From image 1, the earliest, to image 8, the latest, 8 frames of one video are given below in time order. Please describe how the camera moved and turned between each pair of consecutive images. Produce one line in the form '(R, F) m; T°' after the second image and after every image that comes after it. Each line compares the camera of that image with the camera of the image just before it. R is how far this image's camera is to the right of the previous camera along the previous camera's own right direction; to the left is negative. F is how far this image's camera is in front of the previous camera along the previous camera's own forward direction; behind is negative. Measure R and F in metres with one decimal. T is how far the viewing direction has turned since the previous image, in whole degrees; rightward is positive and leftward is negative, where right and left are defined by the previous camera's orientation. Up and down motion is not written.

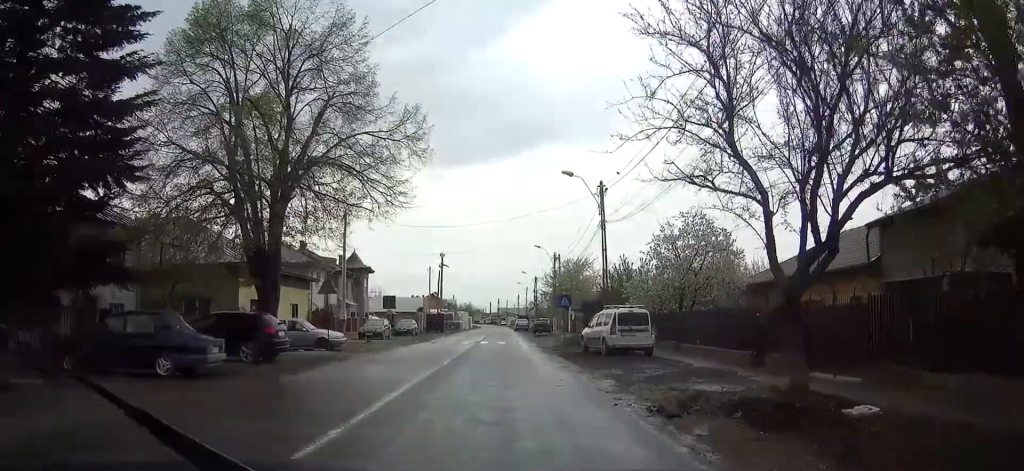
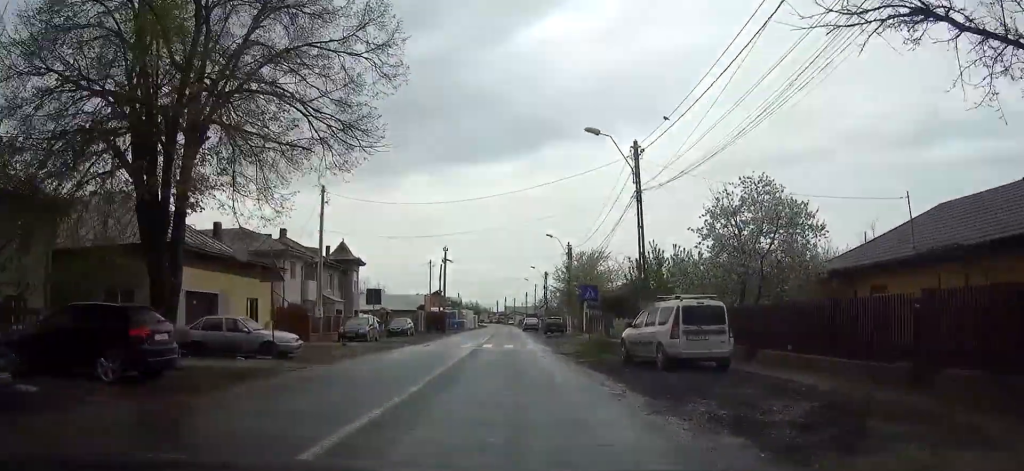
(0.0, +7.8) m; 0°
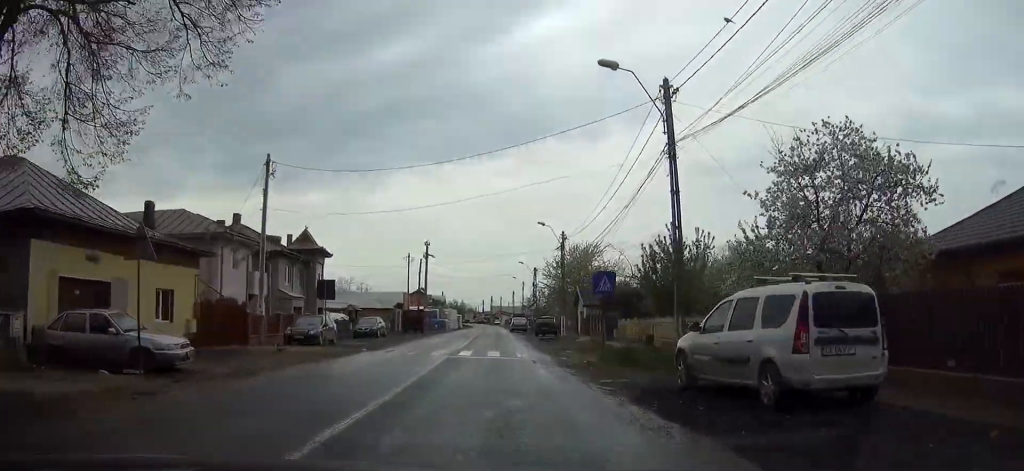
(+0.1, +7.4) m; -1°
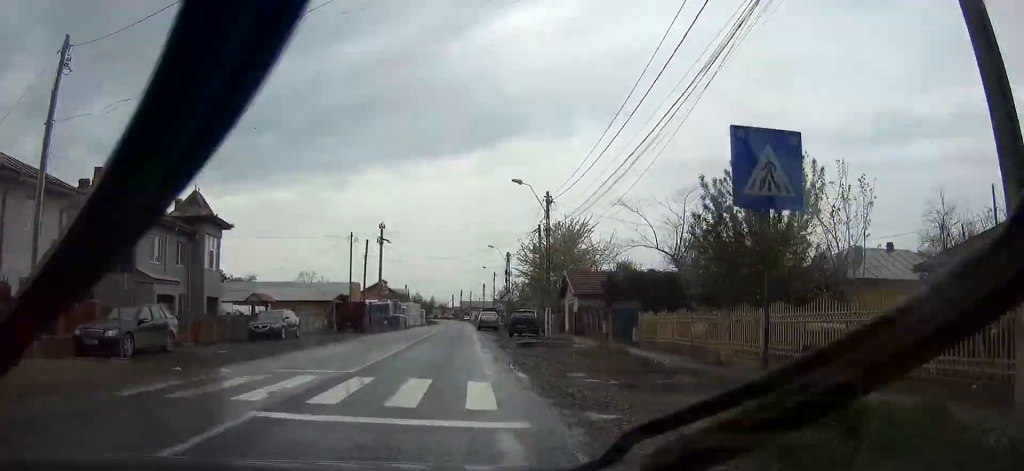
(-0.4, +15.4) m; 0°
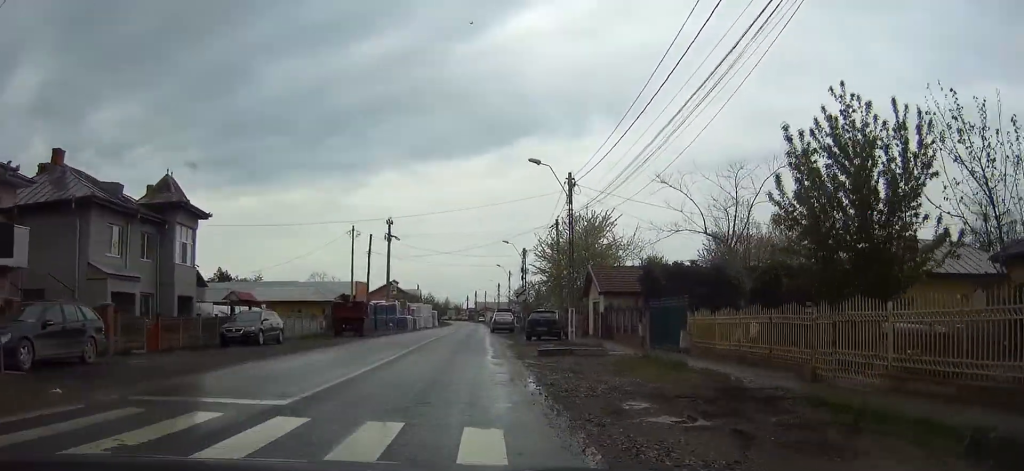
(+0.1, +5.3) m; +2°
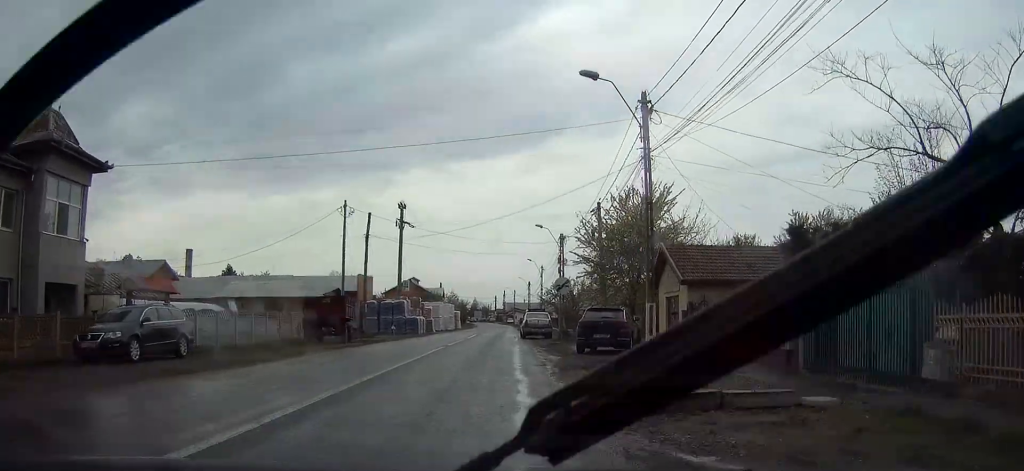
(+0.1, +12.9) m; -1°
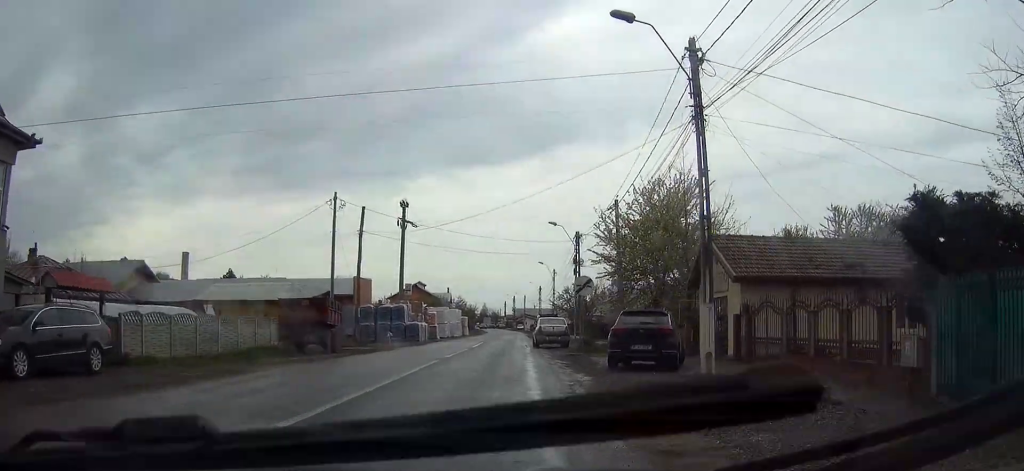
(+0.3, +5.6) m; -5°
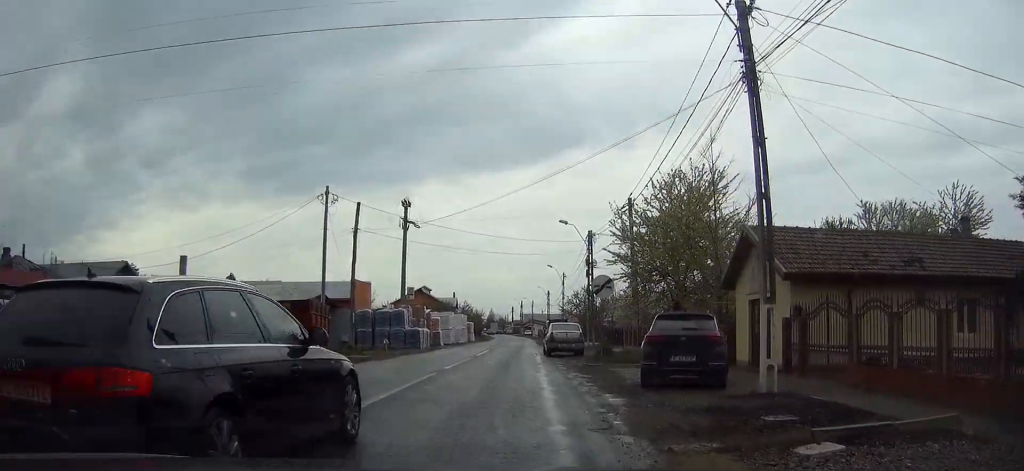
(-0.5, +3.6) m; -4°
